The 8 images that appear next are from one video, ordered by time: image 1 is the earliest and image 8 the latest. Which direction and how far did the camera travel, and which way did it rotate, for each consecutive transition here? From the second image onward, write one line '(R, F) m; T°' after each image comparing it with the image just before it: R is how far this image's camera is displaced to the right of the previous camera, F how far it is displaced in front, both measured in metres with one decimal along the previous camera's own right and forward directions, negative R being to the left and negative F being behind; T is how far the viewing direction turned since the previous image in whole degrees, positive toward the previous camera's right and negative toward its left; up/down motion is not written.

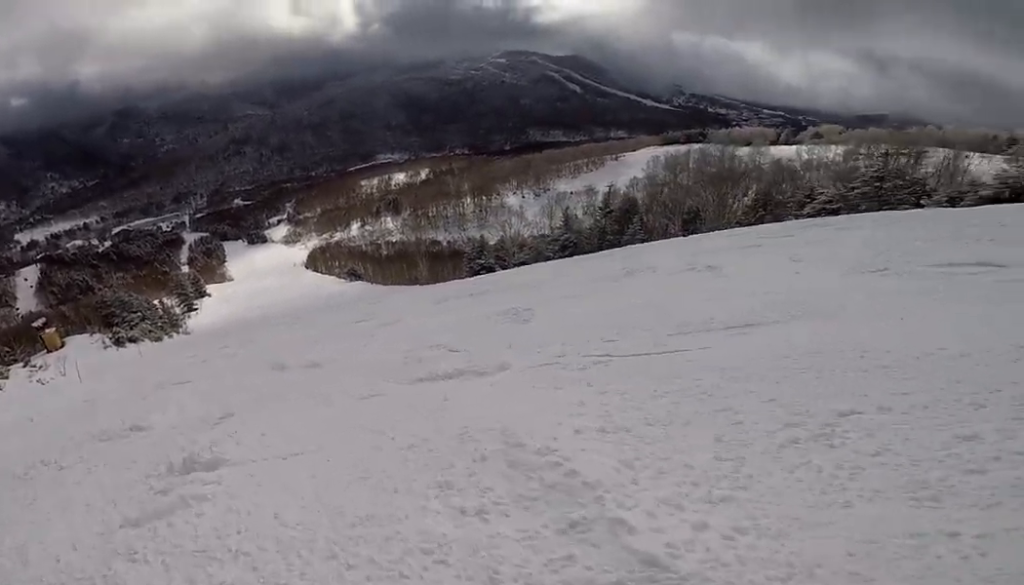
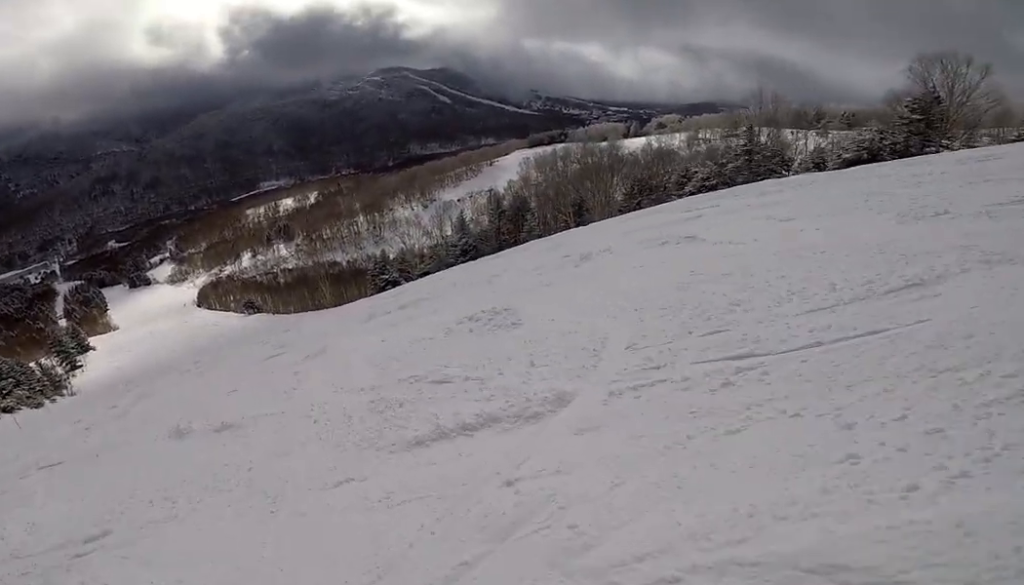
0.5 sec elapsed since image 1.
(+0.6, +2.3) m; +16°
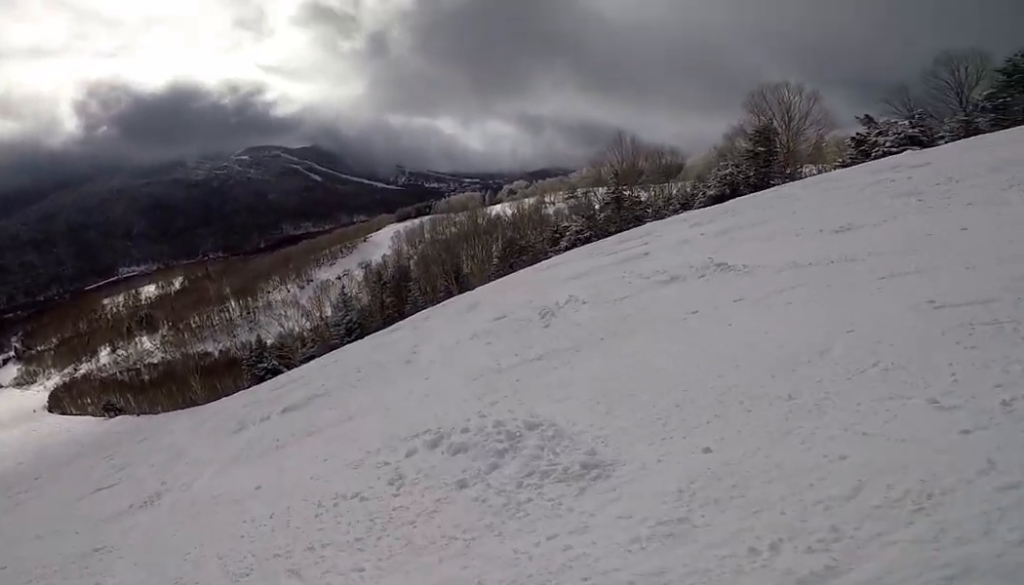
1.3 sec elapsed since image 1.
(+0.6, +3.2) m; +13°
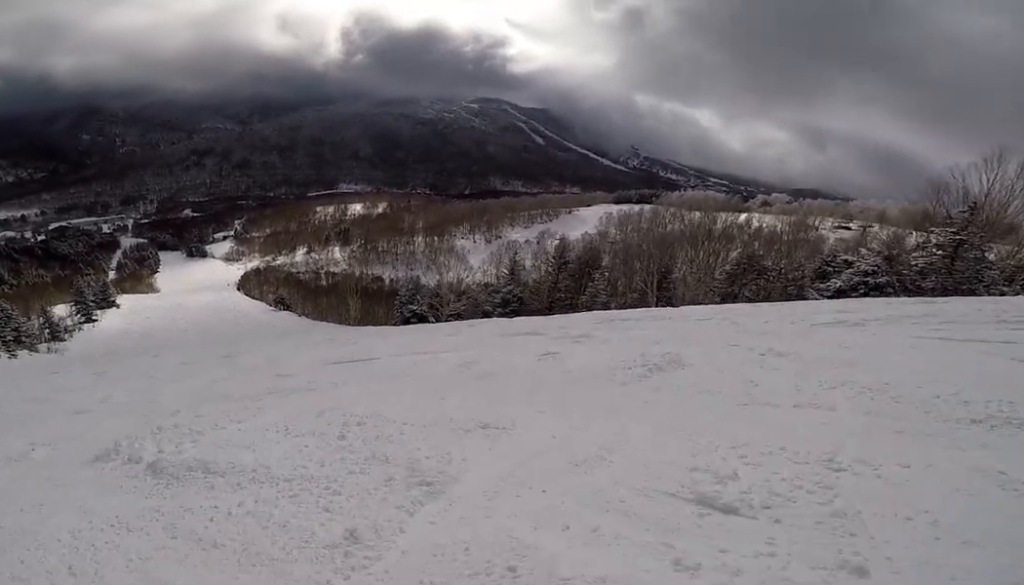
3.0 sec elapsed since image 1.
(-0.4, +6.6) m; -38°
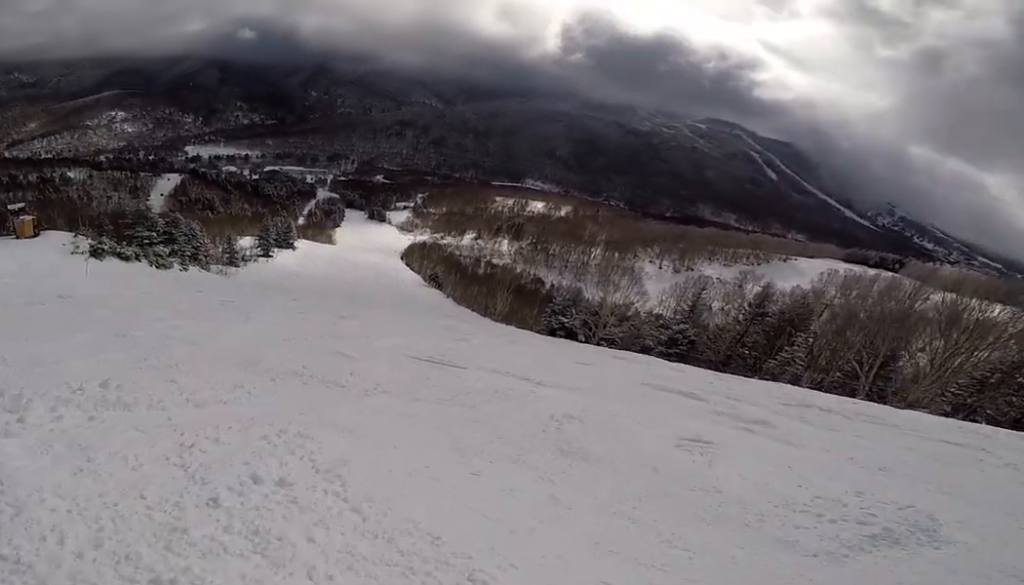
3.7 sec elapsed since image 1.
(-1.0, +2.7) m; -20°
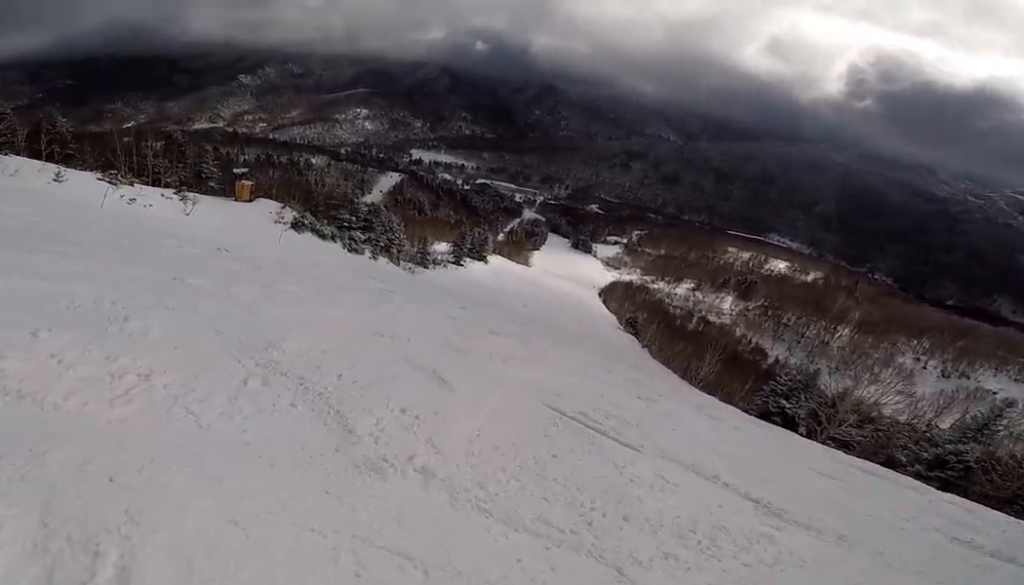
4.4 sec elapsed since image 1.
(-0.6, +3.2) m; -25°
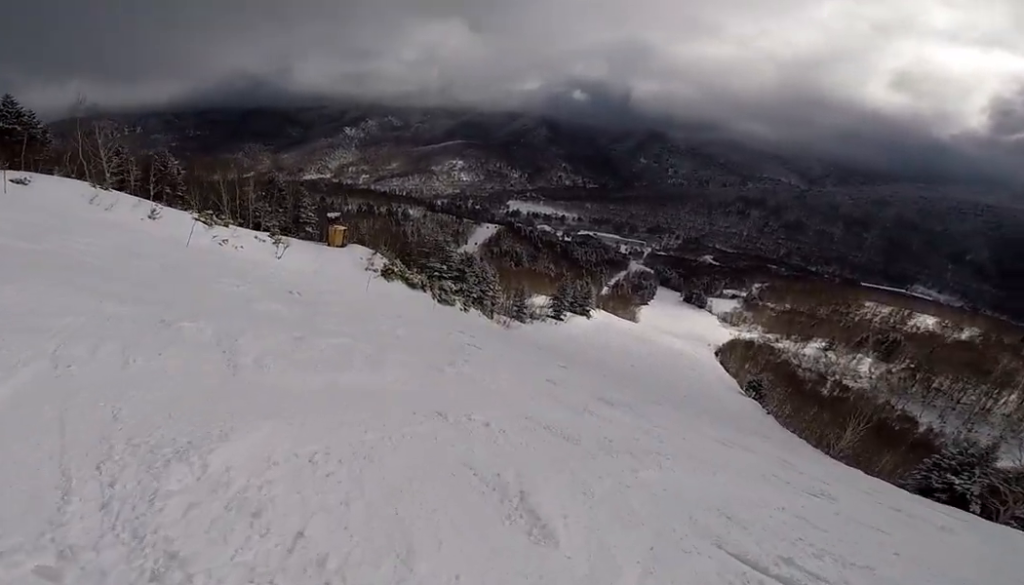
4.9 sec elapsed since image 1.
(+0.4, +2.5) m; -20°
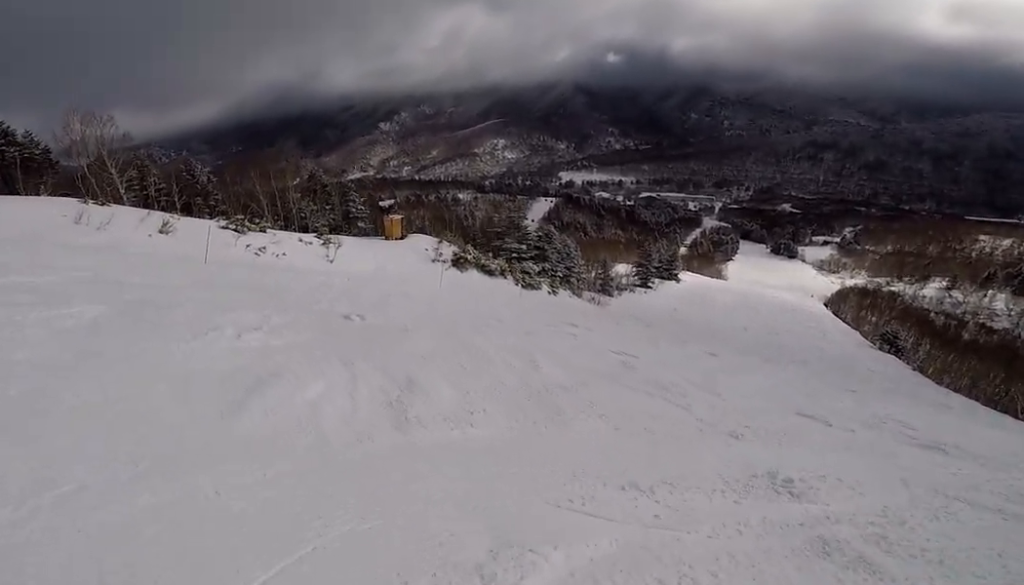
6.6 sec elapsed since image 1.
(-2.8, +6.5) m; -1°
